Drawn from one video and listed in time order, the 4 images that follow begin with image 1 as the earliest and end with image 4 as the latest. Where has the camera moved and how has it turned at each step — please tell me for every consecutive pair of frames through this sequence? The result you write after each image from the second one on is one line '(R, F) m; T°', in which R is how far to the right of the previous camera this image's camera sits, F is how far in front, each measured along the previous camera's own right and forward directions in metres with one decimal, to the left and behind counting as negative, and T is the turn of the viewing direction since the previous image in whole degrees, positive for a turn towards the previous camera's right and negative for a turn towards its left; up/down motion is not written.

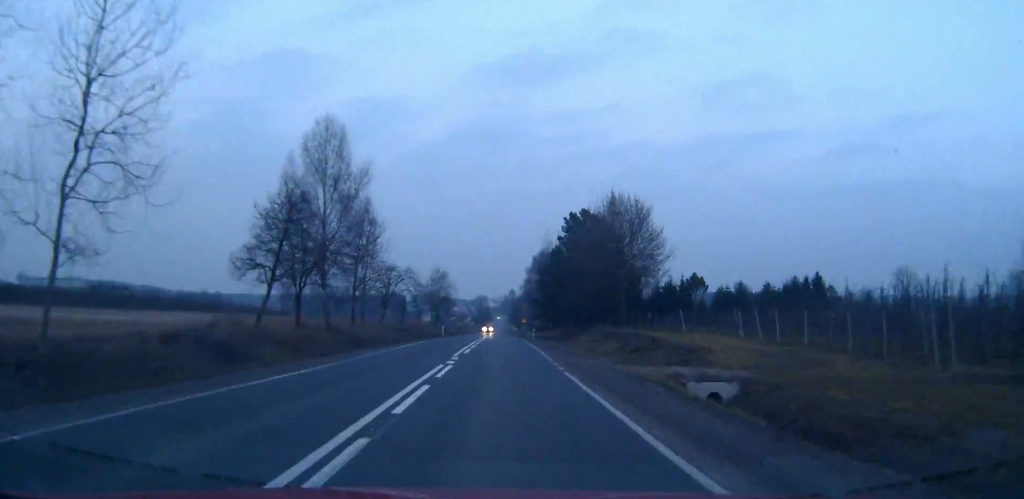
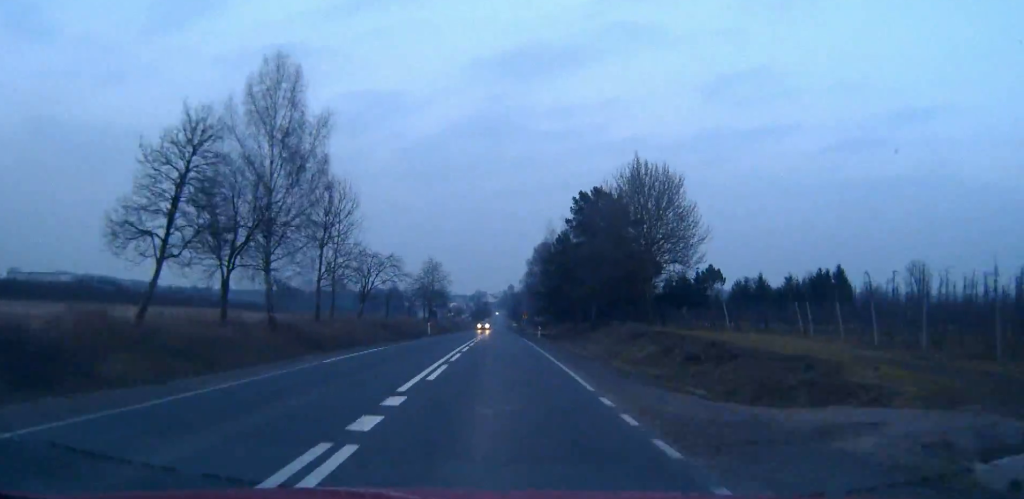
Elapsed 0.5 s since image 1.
(0.0, +12.5) m; 0°
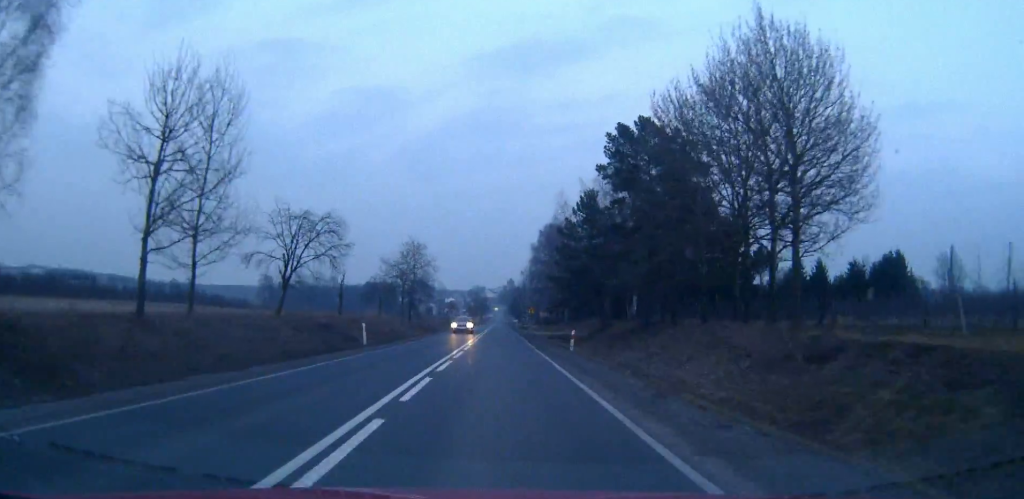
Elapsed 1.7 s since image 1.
(0.0, +27.2) m; 0°
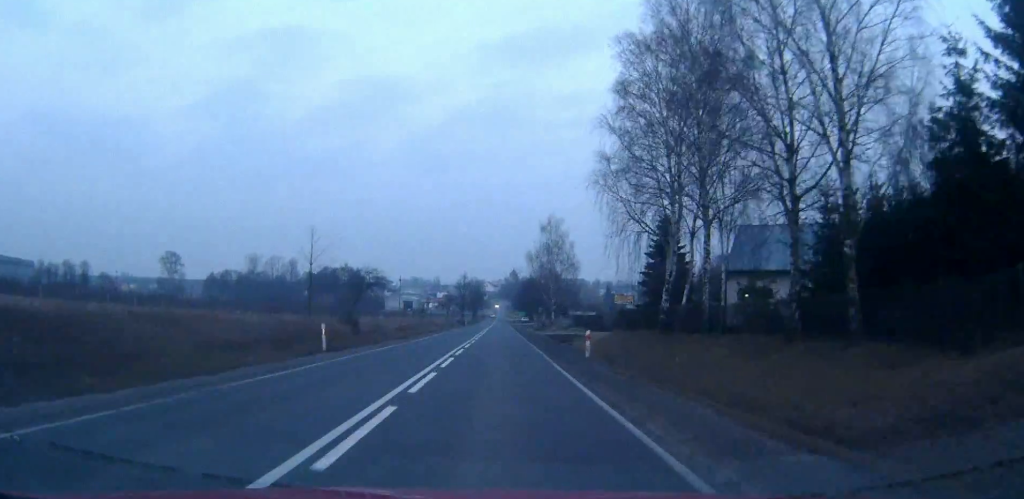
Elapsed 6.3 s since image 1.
(+0.1, +105.0) m; 0°
